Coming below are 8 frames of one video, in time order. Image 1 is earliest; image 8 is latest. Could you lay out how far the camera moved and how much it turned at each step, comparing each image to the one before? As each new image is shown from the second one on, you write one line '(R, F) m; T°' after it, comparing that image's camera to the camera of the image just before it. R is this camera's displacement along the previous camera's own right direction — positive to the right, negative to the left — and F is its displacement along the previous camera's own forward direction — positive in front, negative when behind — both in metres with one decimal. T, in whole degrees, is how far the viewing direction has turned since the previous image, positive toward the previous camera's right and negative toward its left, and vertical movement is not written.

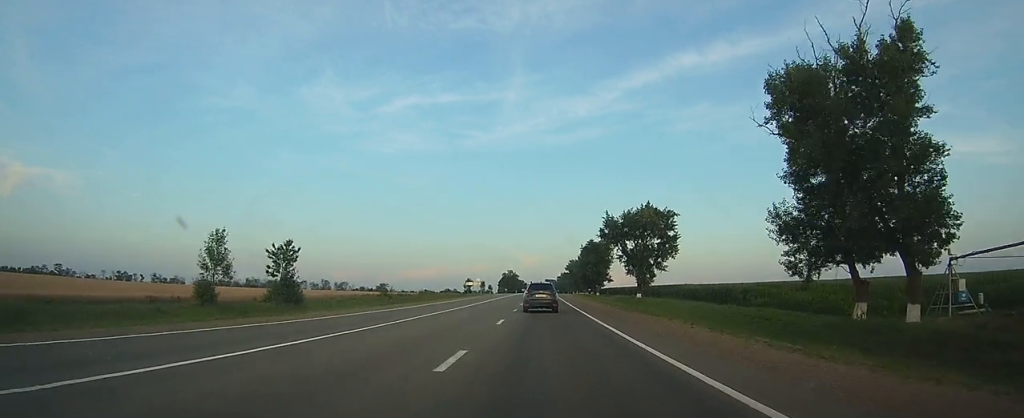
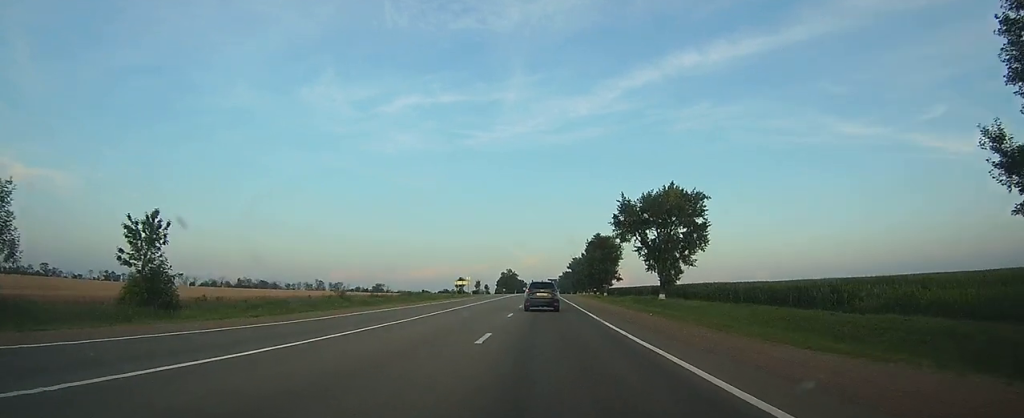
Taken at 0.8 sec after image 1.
(0.0, +19.4) m; 0°
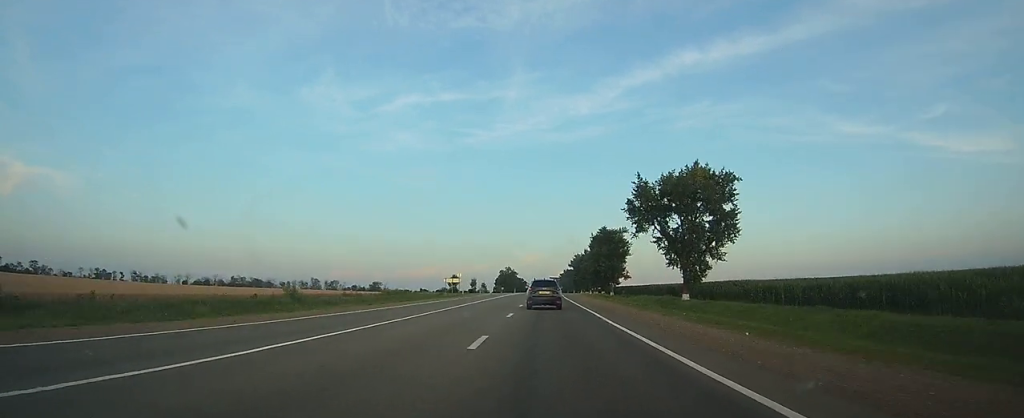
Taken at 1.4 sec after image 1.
(0.0, +13.7) m; 0°
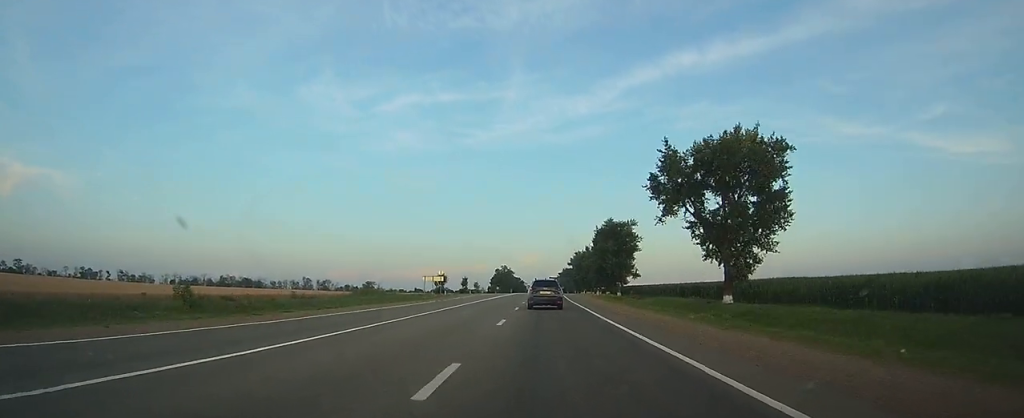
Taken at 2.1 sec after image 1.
(+0.1, +17.0) m; 0°
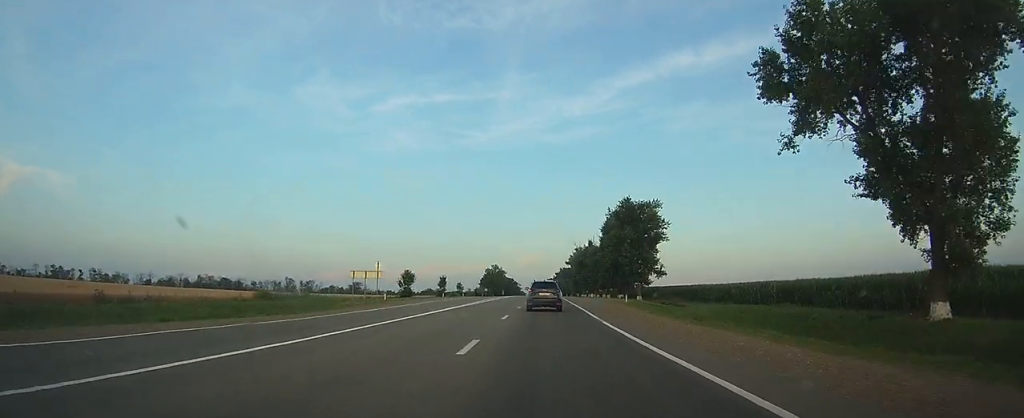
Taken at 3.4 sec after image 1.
(-0.1, +31.5) m; 0°
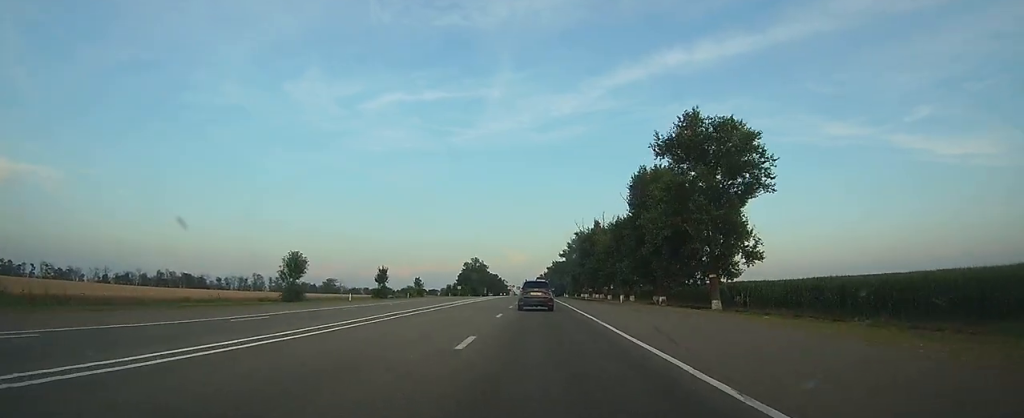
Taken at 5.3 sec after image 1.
(+0.4, +47.5) m; +1°
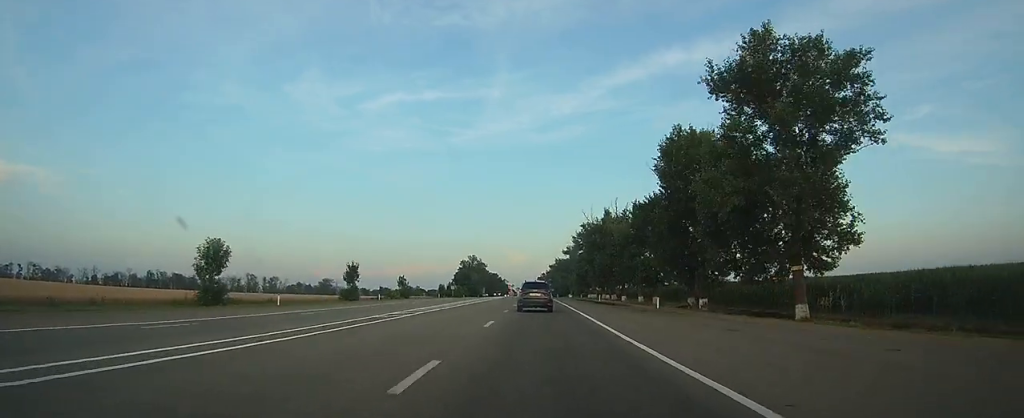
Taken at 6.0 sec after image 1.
(0.0, +16.9) m; 0°
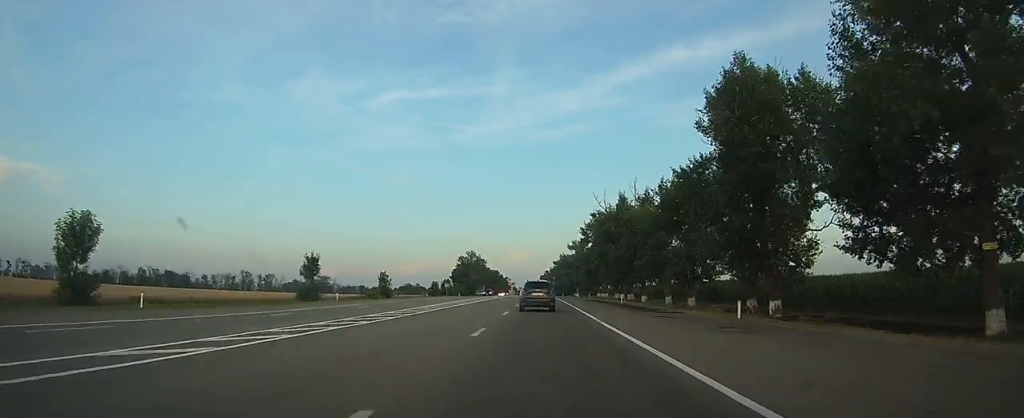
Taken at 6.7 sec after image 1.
(+0.1, +16.0) m; 0°
